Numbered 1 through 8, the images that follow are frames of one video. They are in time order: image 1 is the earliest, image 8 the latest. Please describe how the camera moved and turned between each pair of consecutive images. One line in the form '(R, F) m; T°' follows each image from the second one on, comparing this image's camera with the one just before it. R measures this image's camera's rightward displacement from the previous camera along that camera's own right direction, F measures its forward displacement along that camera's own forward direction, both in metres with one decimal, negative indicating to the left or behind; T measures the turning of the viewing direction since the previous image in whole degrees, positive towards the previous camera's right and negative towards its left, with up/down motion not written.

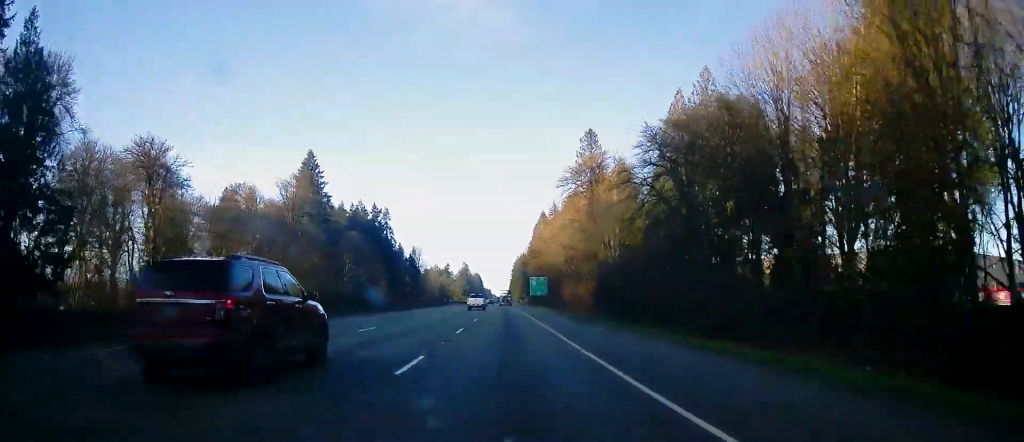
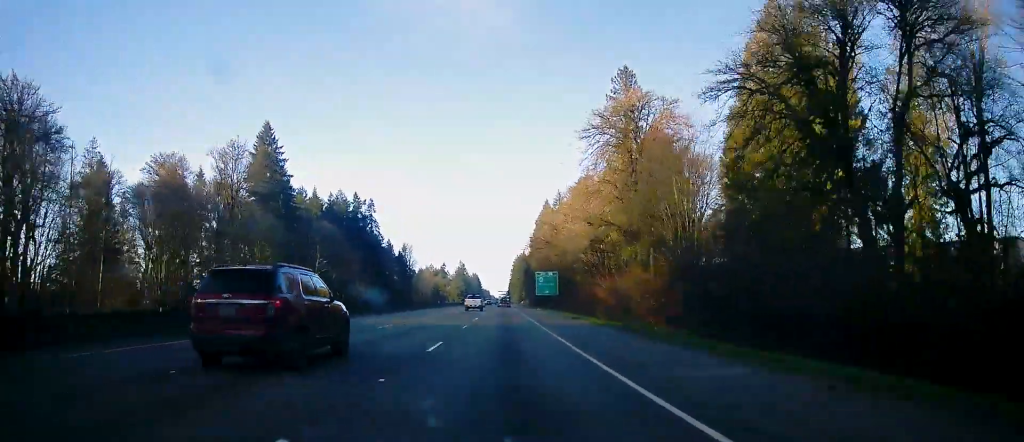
(+0.3, +32.1) m; 0°
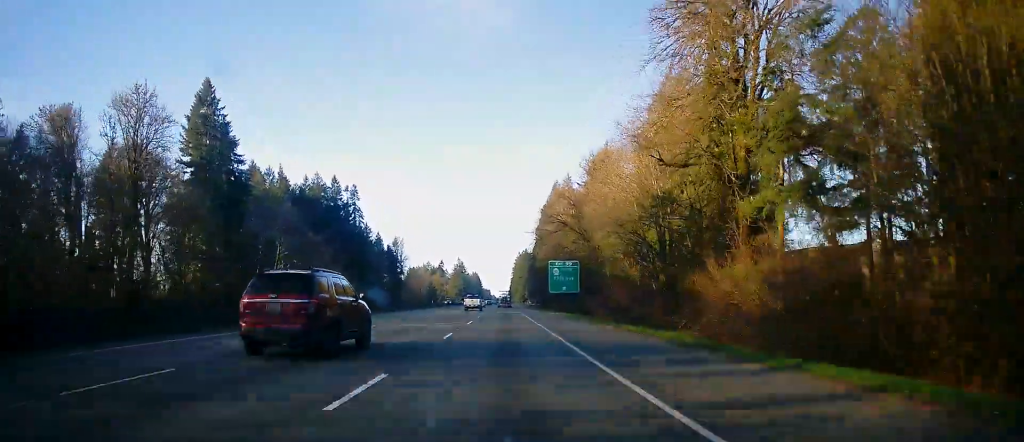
(-0.3, +32.1) m; 0°
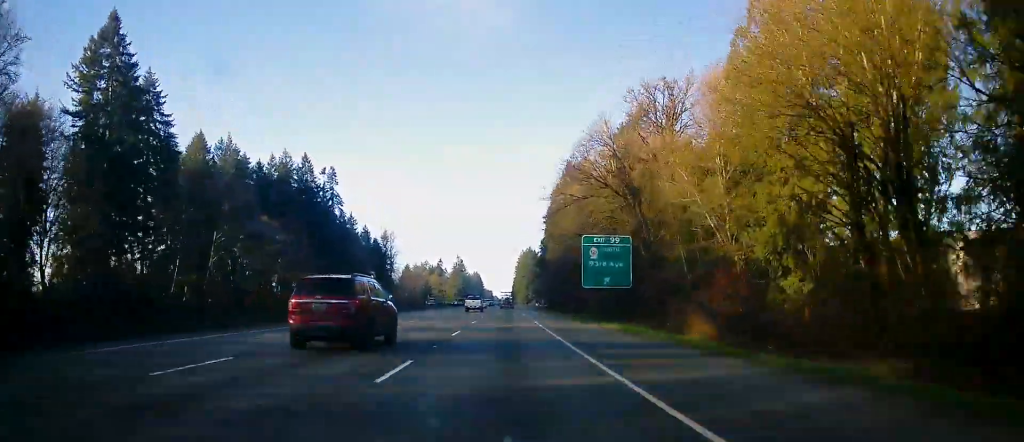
(+0.3, +34.4) m; +1°
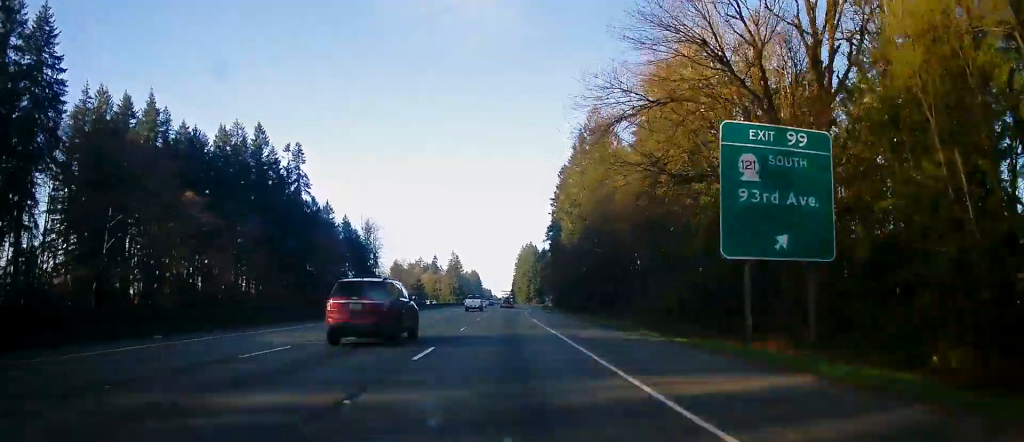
(0.0, +33.2) m; 0°
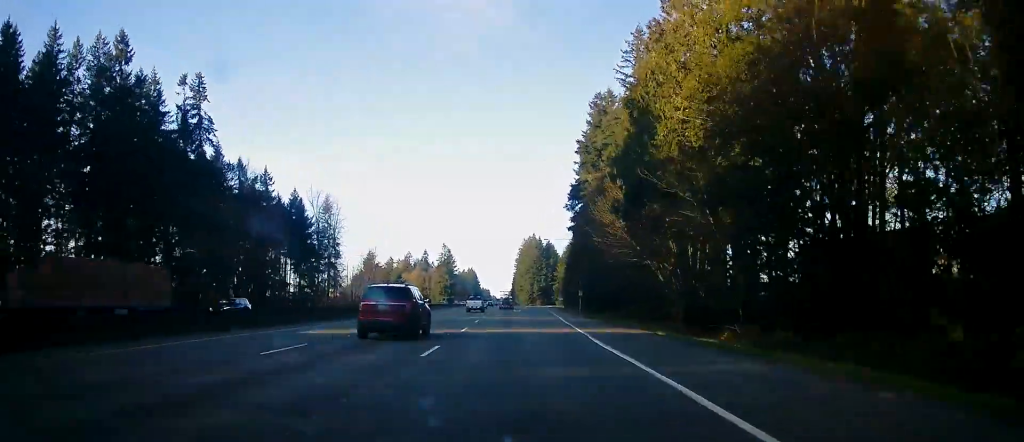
(+0.1, +59.8) m; 0°
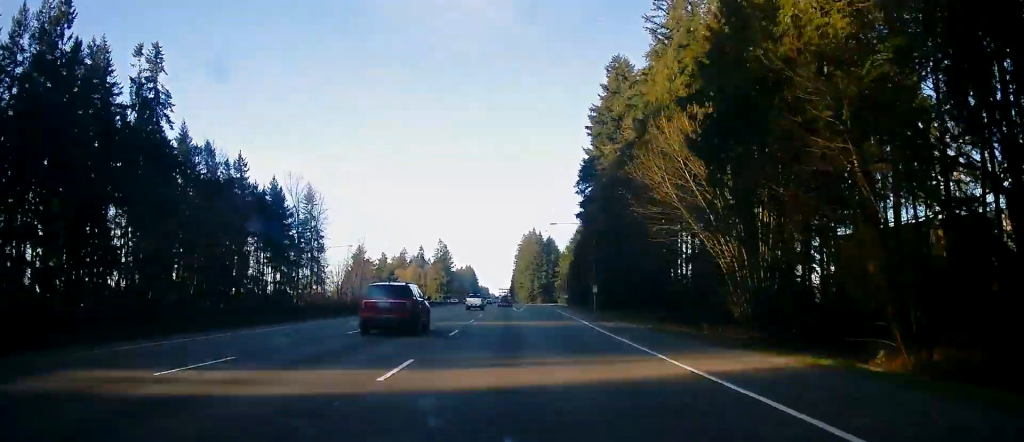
(0.0, +16.7) m; 0°
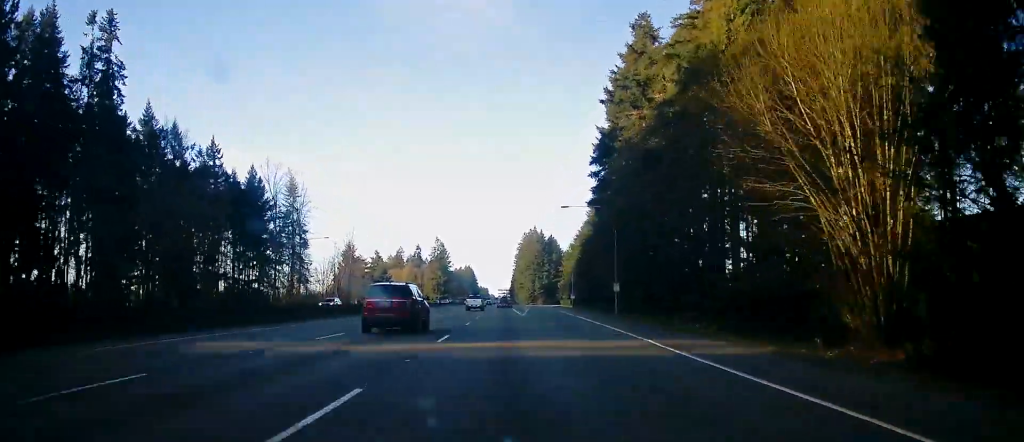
(0.0, +15.6) m; 0°
